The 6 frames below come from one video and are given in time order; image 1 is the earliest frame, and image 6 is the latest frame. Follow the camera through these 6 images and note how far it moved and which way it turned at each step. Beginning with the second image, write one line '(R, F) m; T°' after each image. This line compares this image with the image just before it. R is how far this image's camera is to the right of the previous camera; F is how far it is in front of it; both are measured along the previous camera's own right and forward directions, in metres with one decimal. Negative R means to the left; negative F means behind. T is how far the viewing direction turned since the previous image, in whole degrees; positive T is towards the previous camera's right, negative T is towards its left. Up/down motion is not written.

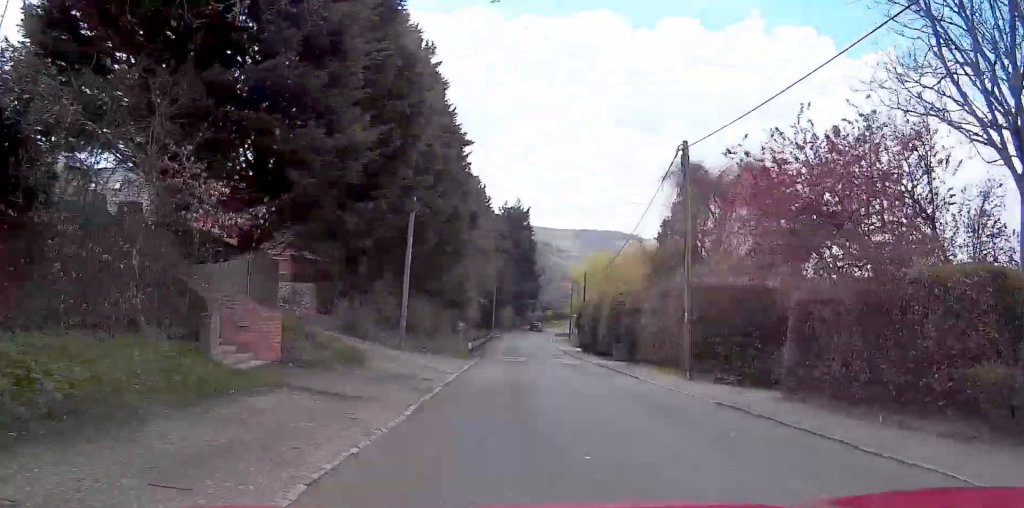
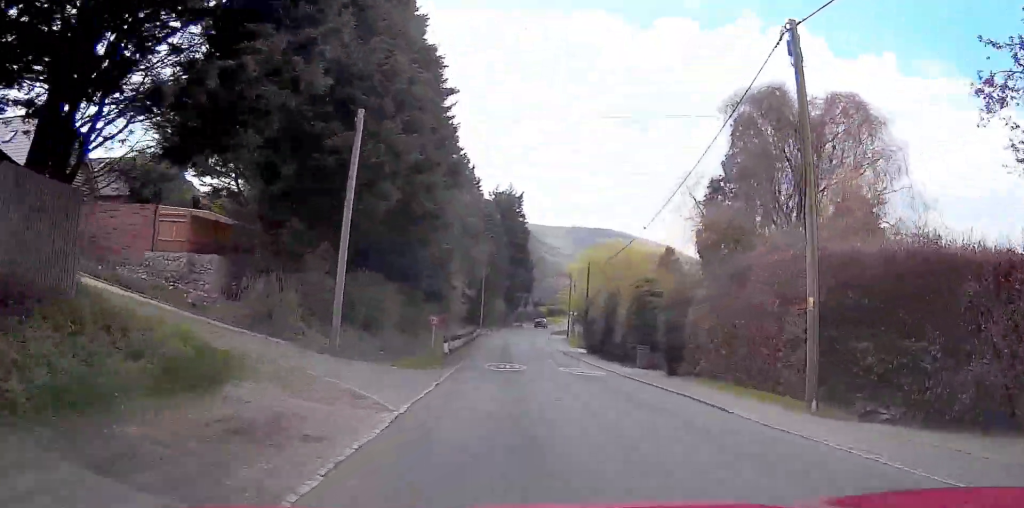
(+0.1, +10.7) m; 0°
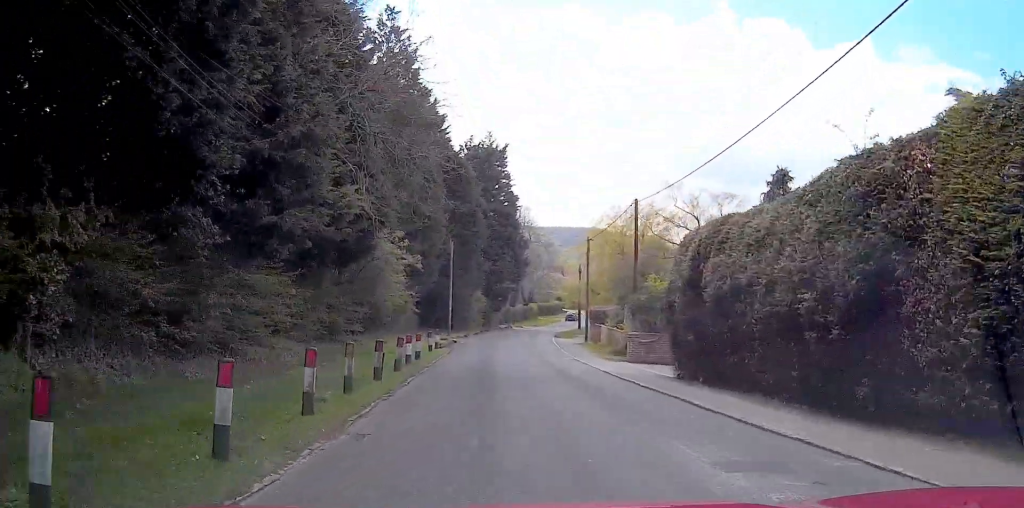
(+0.2, +28.8) m; +1°
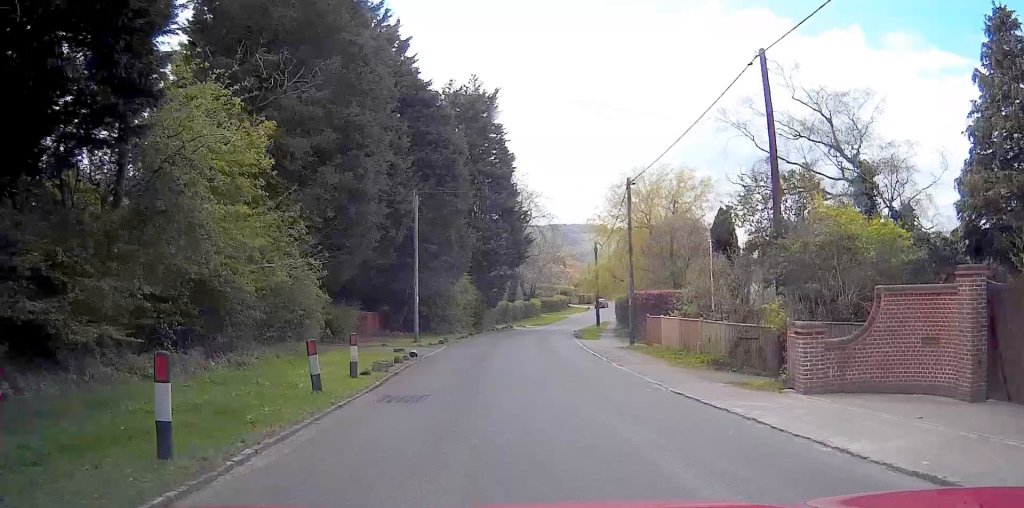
(+0.1, +18.5) m; 0°
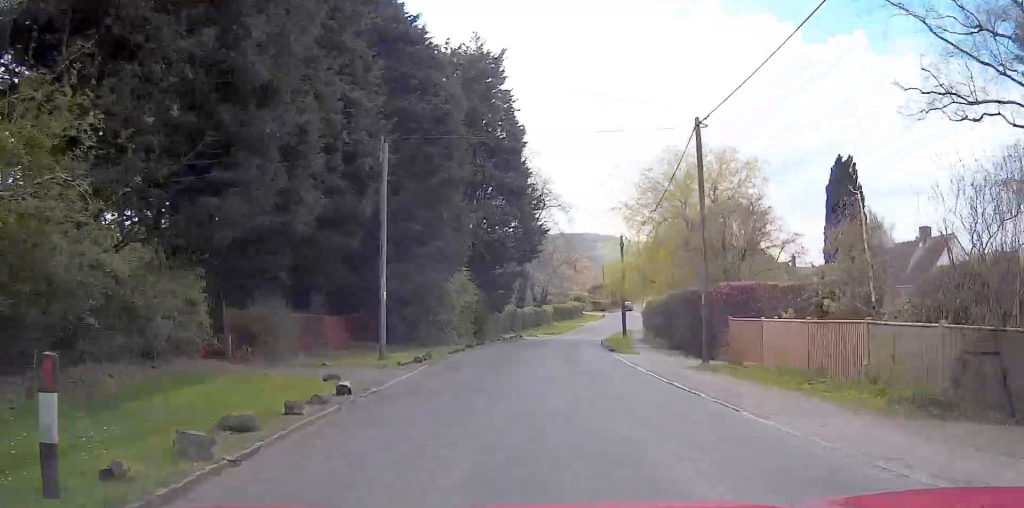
(0.0, +10.7) m; 0°
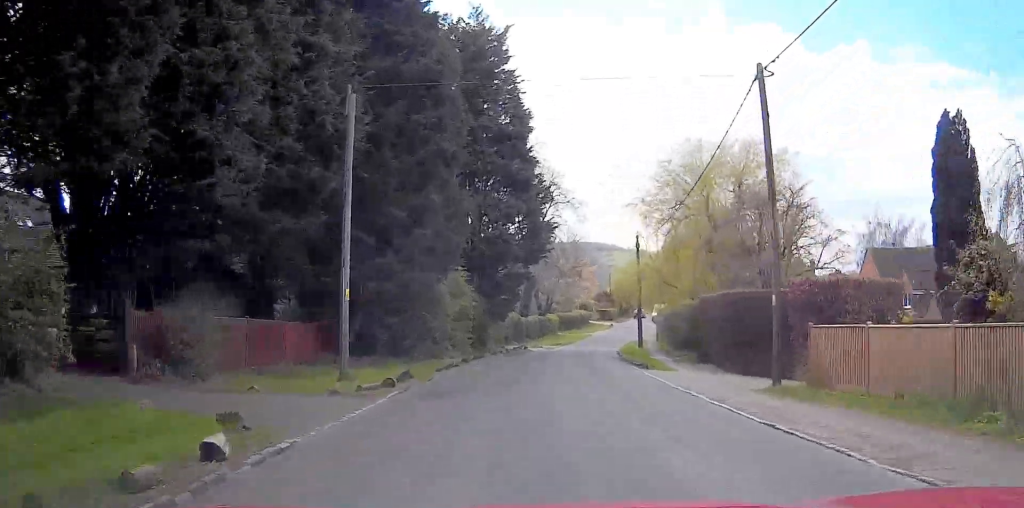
(-0.1, +5.6) m; 0°
